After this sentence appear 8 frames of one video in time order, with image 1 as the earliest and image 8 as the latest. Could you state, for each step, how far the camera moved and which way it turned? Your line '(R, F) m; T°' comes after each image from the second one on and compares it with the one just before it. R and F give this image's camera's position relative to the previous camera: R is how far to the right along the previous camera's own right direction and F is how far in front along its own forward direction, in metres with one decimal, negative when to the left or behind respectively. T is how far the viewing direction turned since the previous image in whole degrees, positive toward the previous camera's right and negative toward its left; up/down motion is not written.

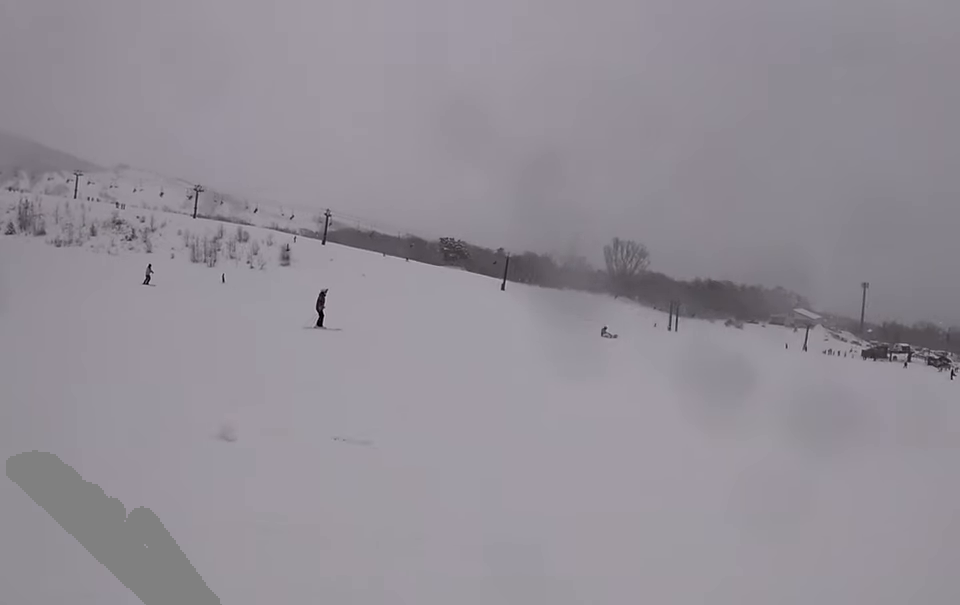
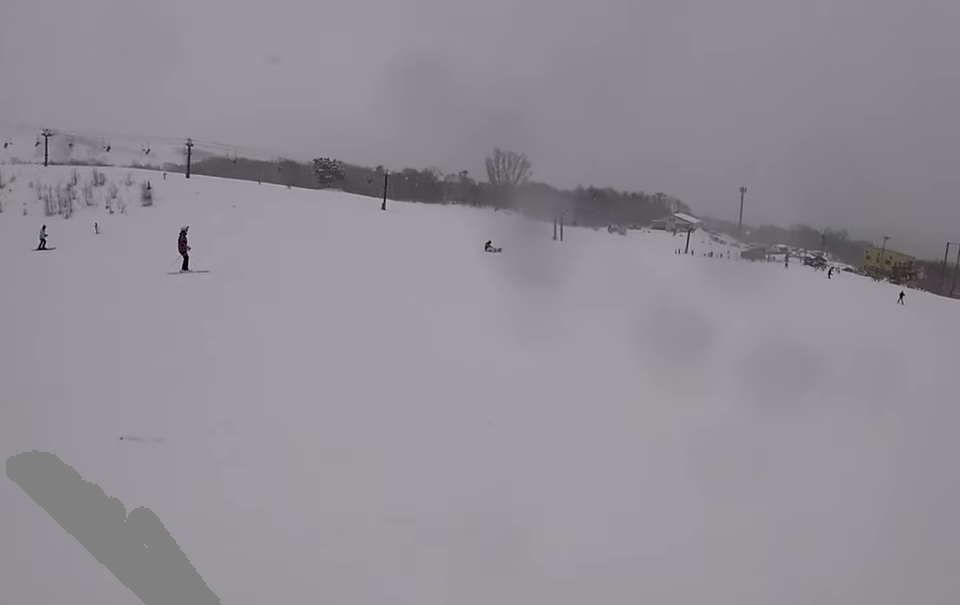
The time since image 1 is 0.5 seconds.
(0.0, +1.6) m; +1°
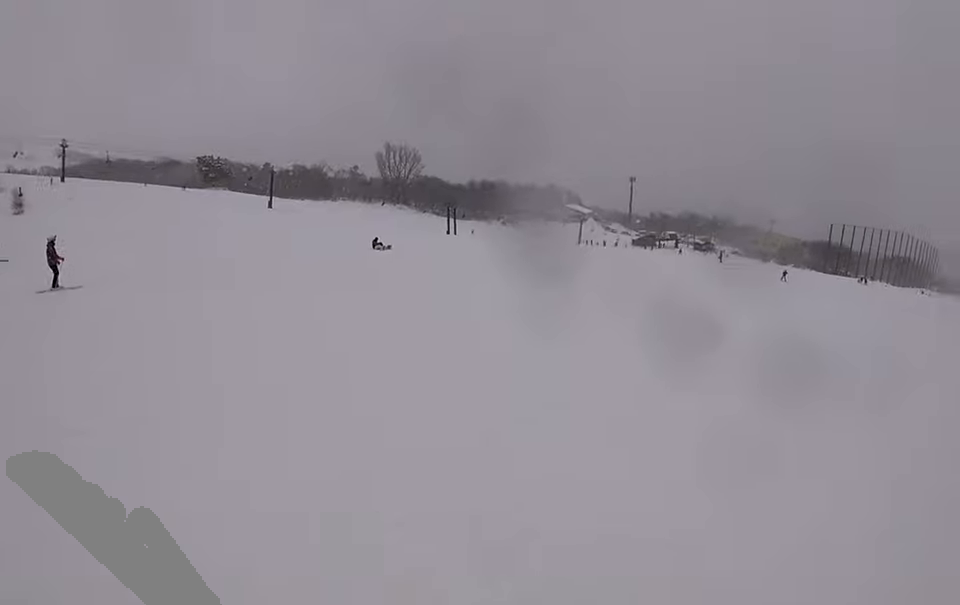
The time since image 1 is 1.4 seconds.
(0.0, +2.6) m; +3°
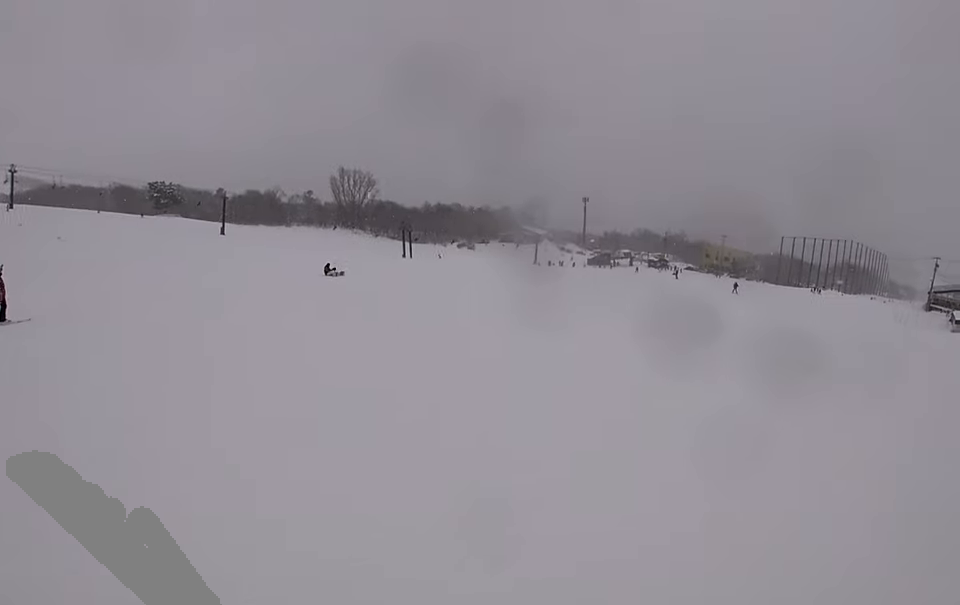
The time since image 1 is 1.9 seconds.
(0.0, +1.3) m; +2°
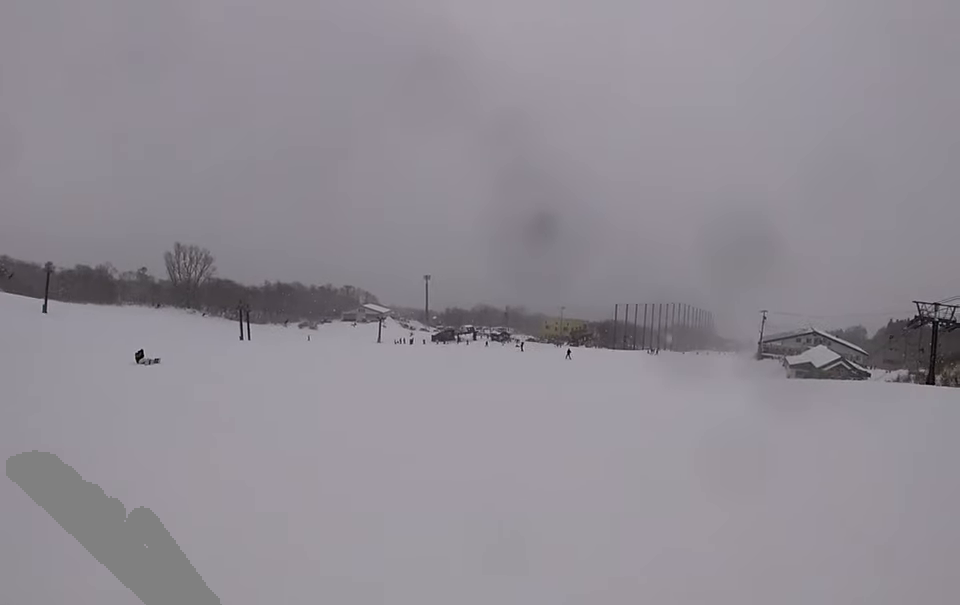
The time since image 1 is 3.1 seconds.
(+0.3, +3.9) m; +6°
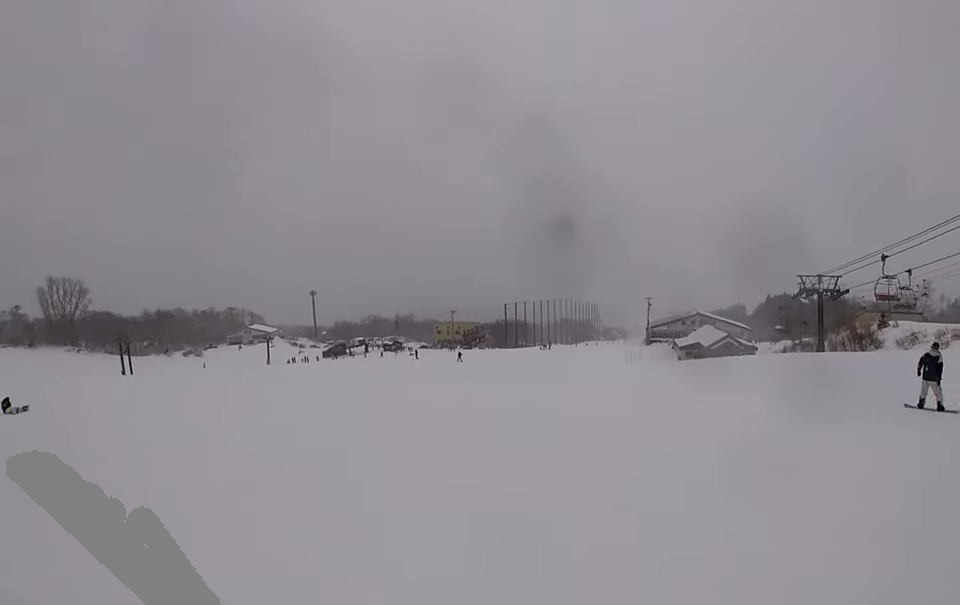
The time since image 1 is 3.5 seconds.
(0.0, +1.4) m; +2°
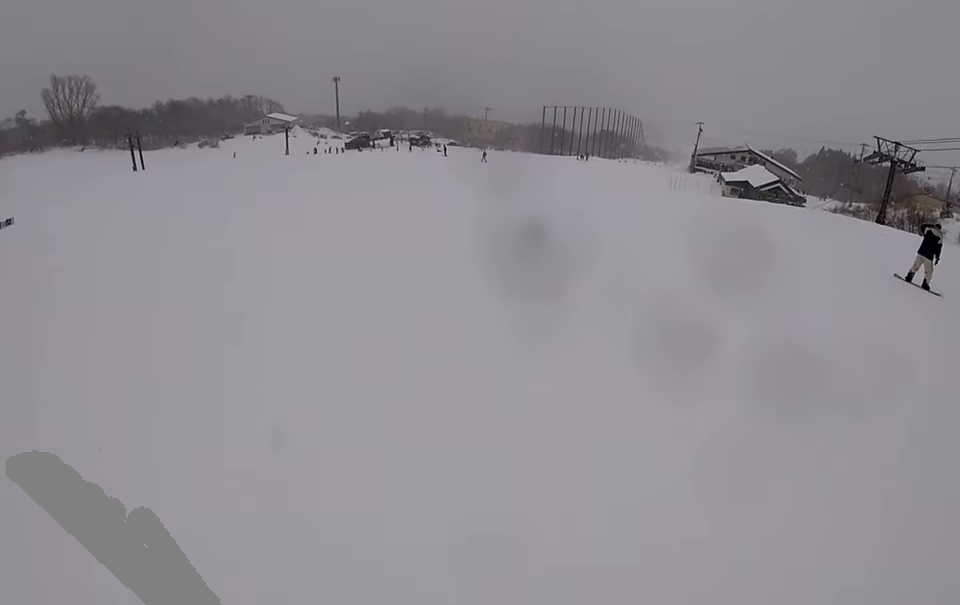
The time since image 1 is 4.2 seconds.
(+0.1, +2.5) m; +4°
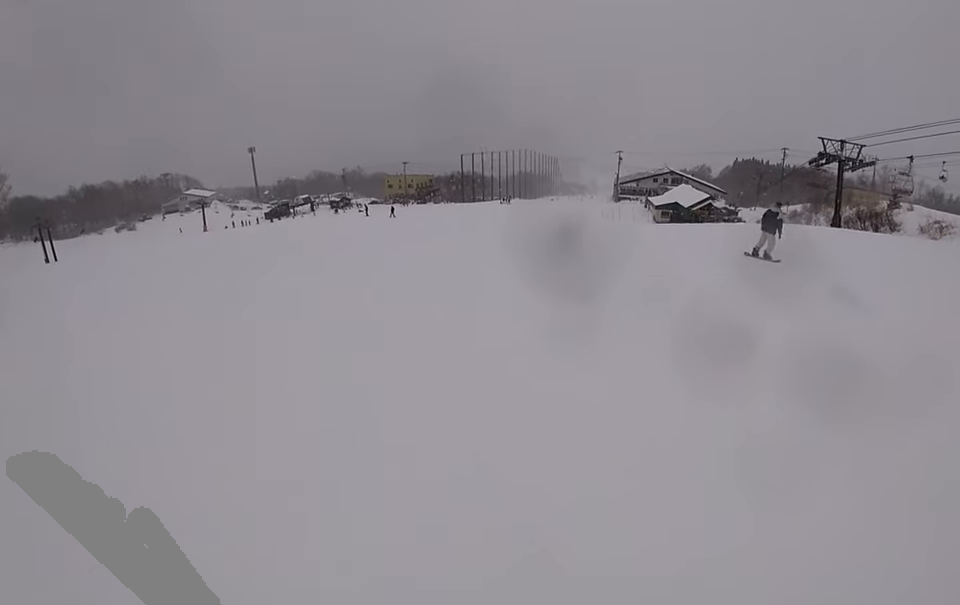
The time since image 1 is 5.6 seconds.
(+0.4, +5.4) m; +9°
